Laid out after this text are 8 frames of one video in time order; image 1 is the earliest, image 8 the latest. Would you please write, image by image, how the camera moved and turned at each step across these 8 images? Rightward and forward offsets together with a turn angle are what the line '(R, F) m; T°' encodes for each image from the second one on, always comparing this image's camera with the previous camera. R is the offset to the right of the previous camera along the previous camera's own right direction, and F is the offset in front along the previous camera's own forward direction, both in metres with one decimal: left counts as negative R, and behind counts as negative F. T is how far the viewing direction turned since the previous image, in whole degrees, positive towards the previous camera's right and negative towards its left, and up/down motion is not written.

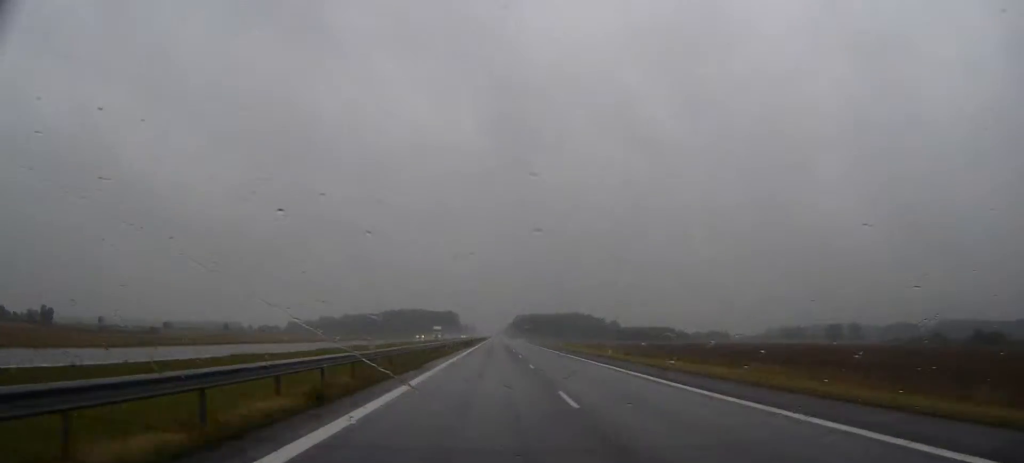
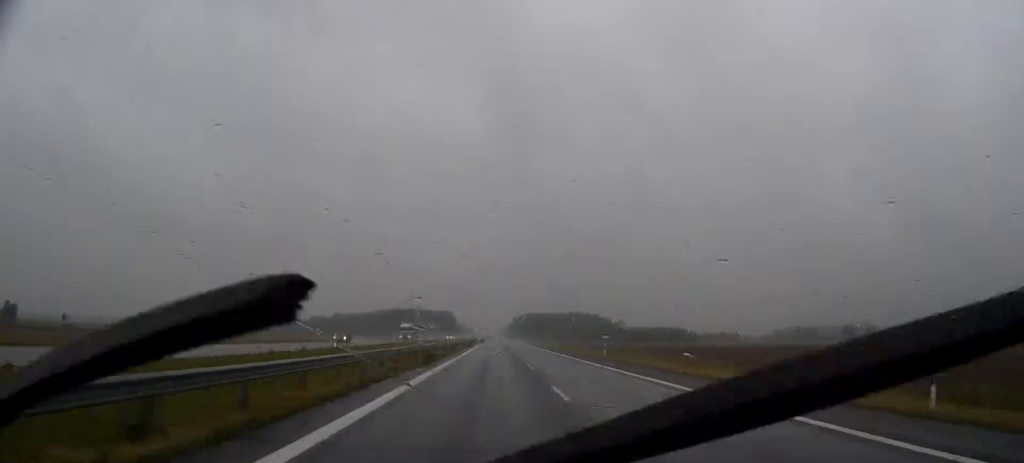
(0.0, +45.9) m; 0°
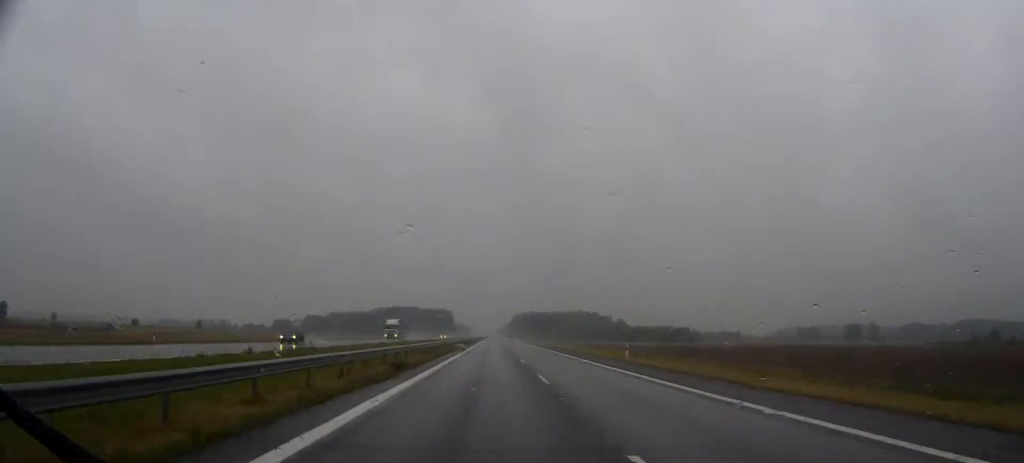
(0.0, +11.3) m; 0°
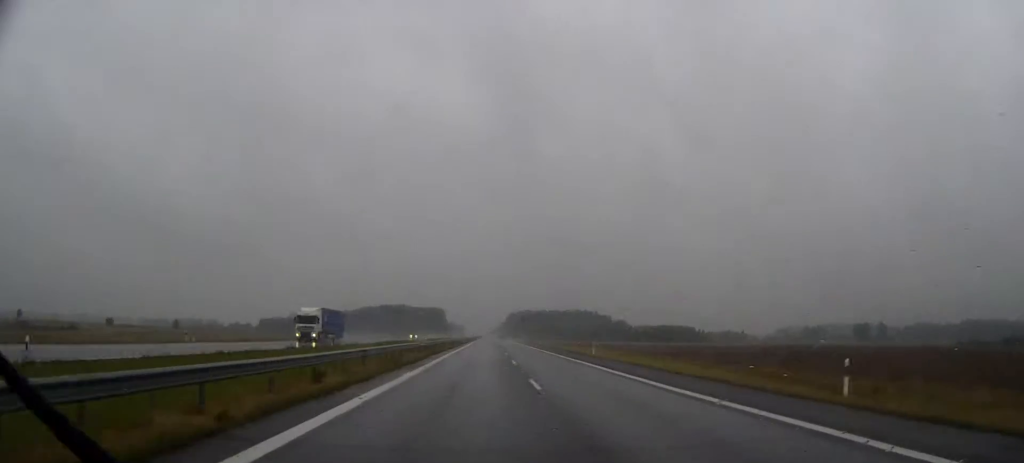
(+0.1, +33.7) m; 0°
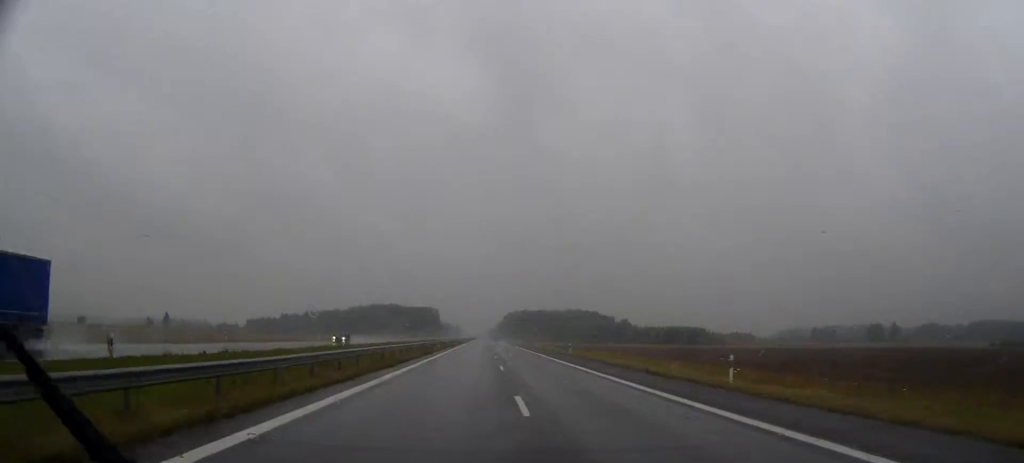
(+0.1, +37.5) m; 0°
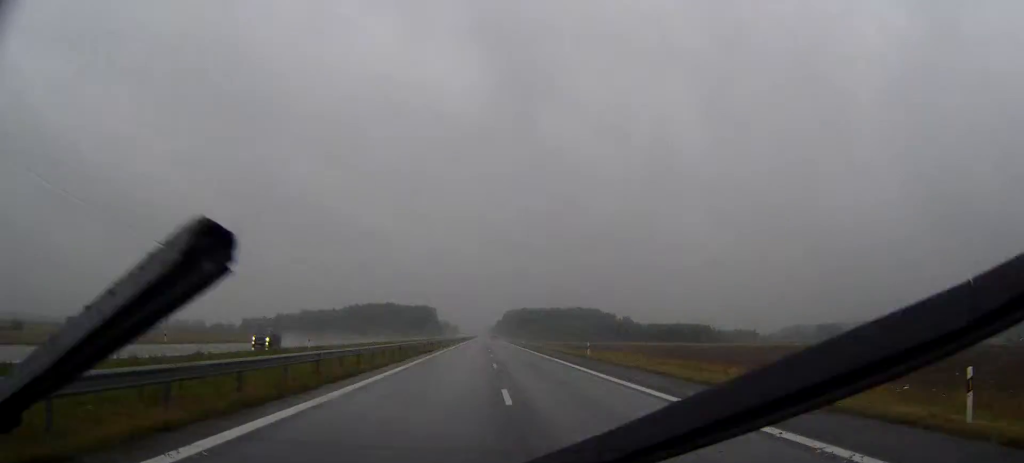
(0.0, +14.0) m; 0°
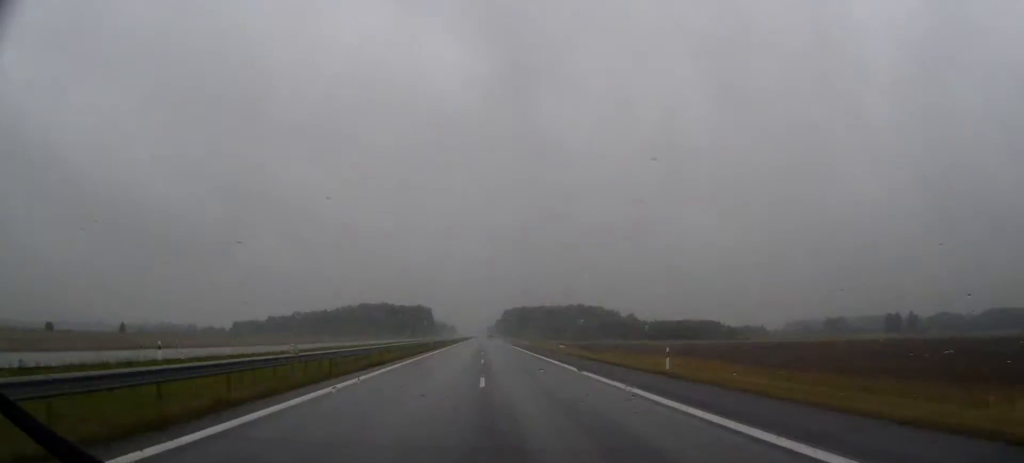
(0.0, +27.2) m; 0°
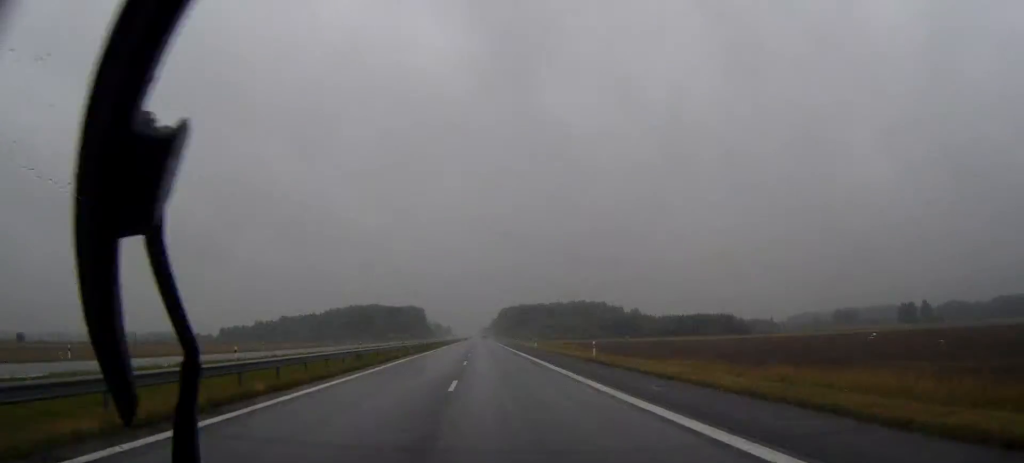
(+0.2, +32.8) m; 0°
